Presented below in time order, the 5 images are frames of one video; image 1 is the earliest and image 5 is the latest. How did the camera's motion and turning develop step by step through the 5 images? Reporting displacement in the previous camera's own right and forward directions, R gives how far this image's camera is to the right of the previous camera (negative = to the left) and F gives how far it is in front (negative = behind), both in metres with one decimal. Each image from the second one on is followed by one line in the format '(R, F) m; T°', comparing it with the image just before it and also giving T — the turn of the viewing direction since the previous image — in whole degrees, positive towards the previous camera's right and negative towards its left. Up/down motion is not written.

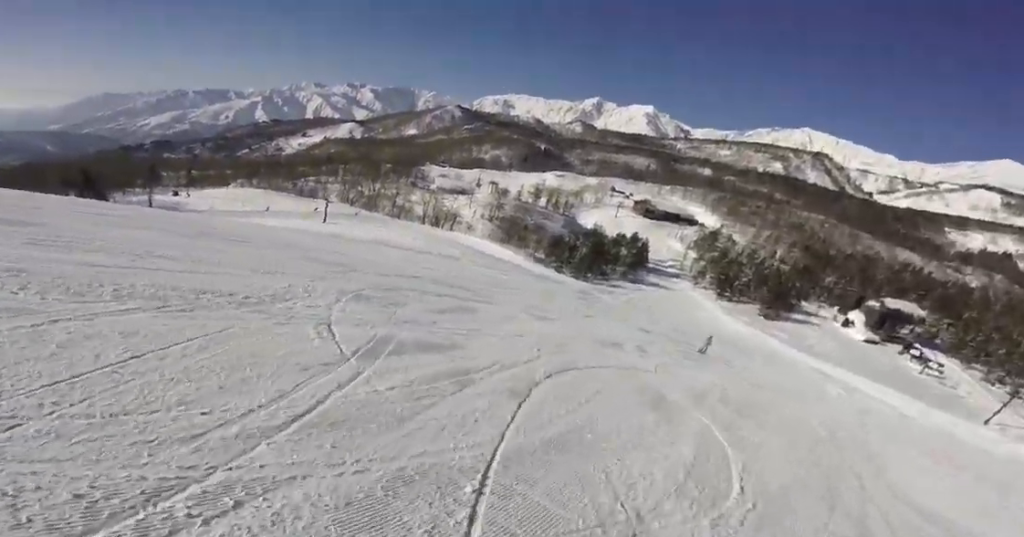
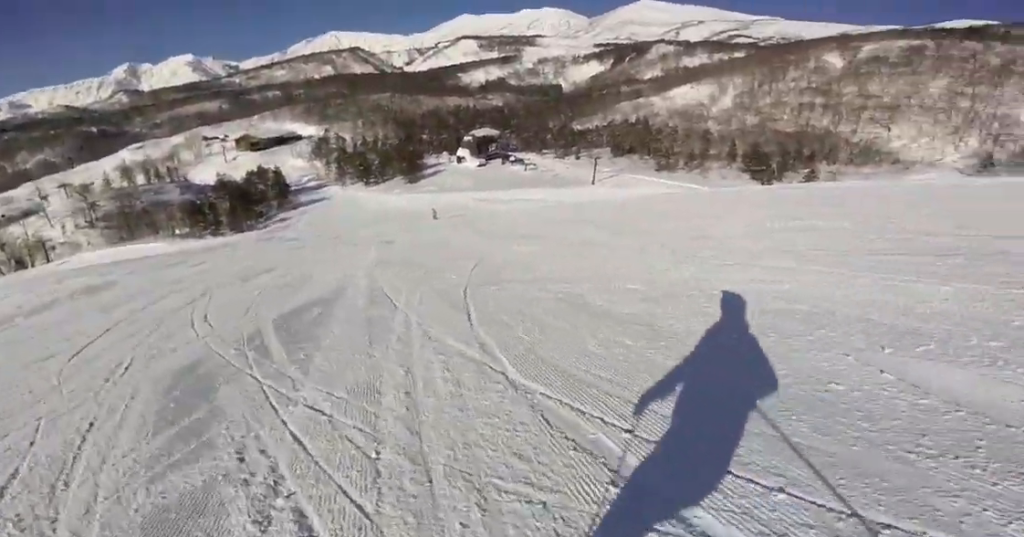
(-1.2, +10.8) m; +12°
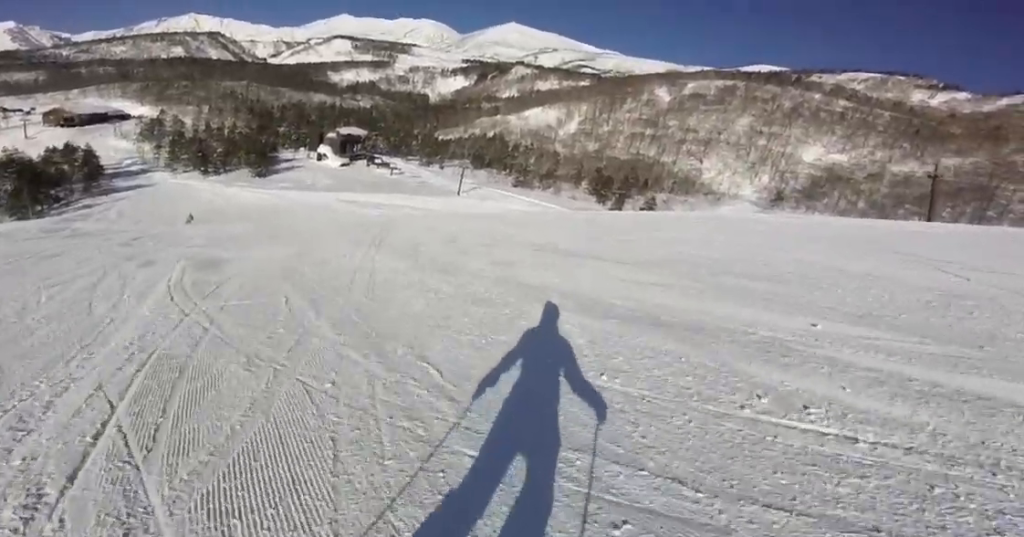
(+0.1, +6.0) m; -7°
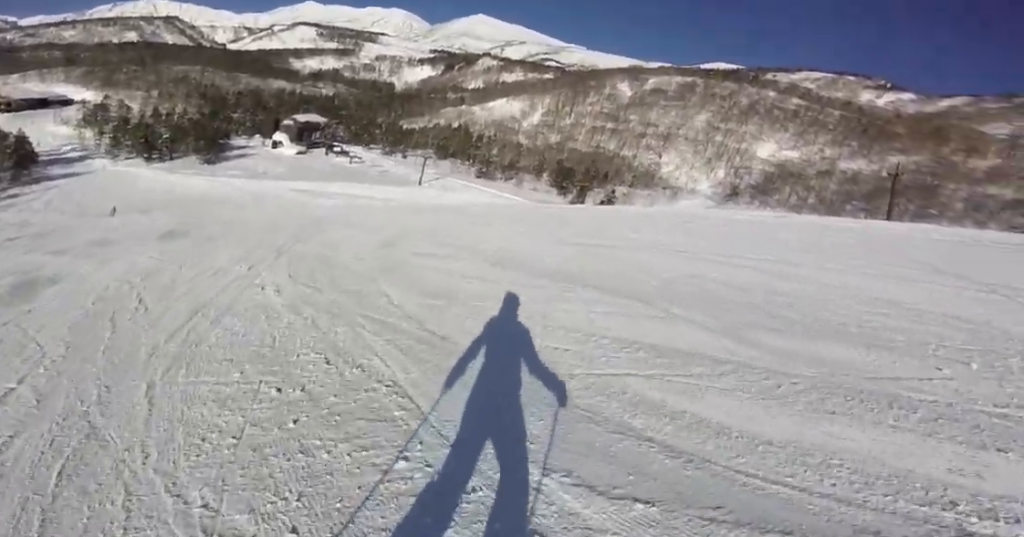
(+0.5, +2.6) m; +1°
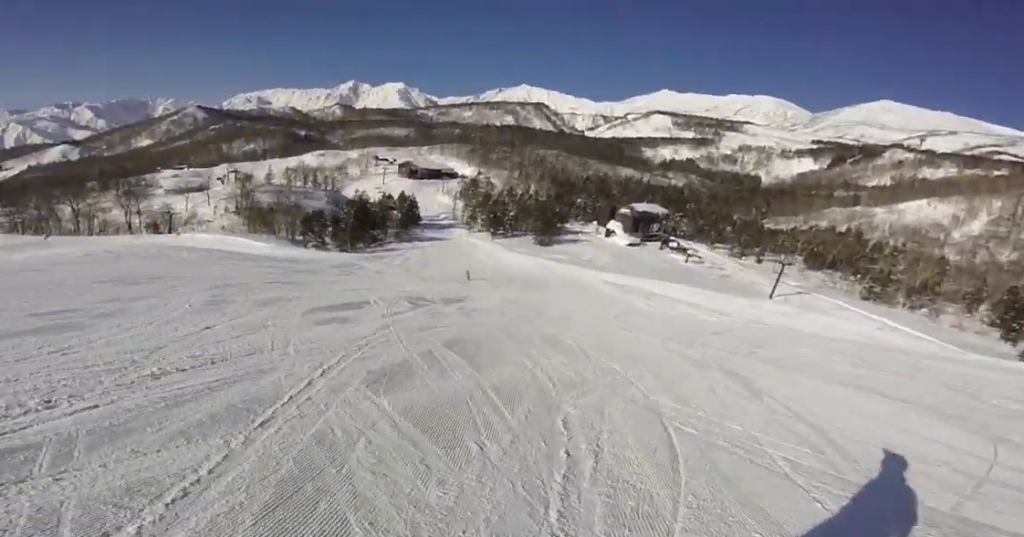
(-1.7, +6.0) m; -42°
